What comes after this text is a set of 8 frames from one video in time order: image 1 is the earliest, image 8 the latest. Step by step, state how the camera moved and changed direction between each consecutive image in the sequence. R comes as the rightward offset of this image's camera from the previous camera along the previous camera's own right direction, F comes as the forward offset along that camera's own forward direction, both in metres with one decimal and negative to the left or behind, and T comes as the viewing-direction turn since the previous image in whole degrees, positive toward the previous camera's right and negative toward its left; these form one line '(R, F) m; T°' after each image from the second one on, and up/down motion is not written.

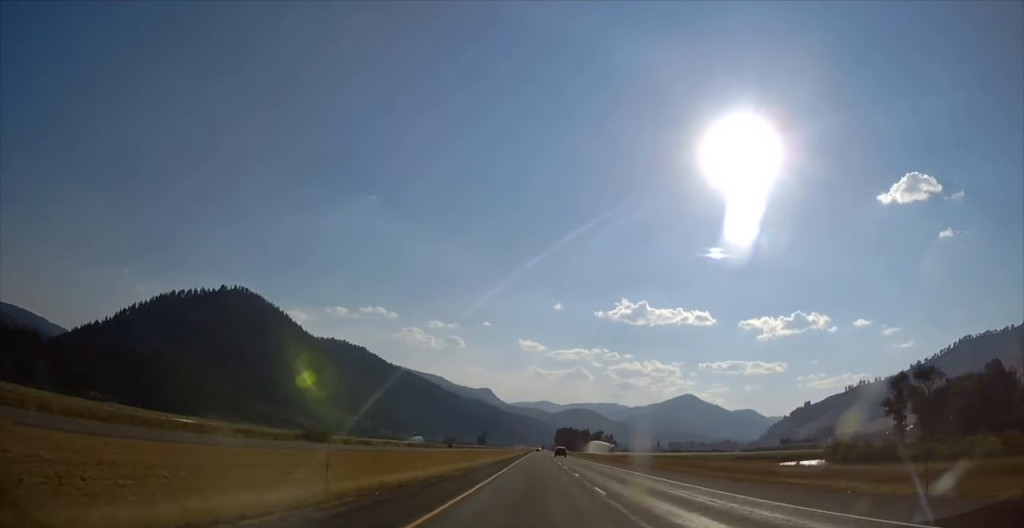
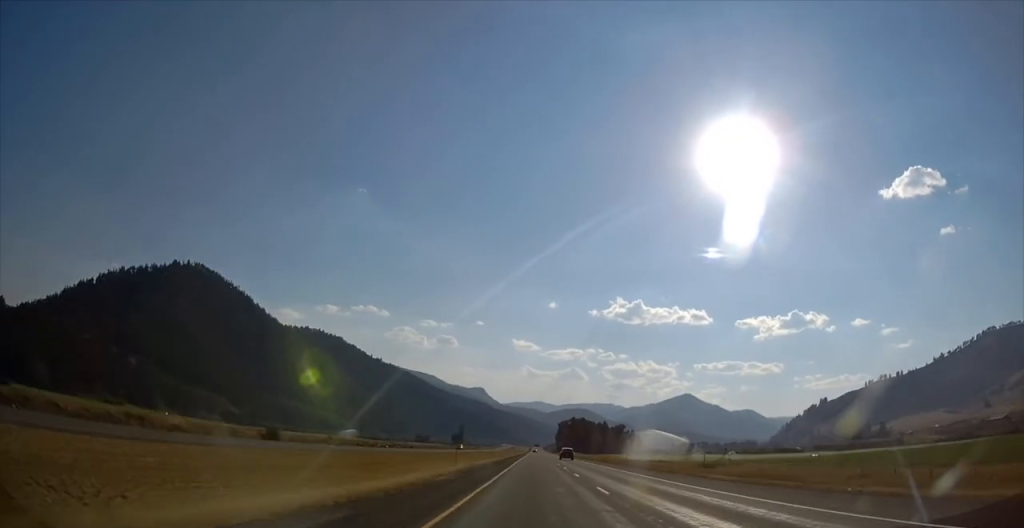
(-8.7, +222.7) m; -2°
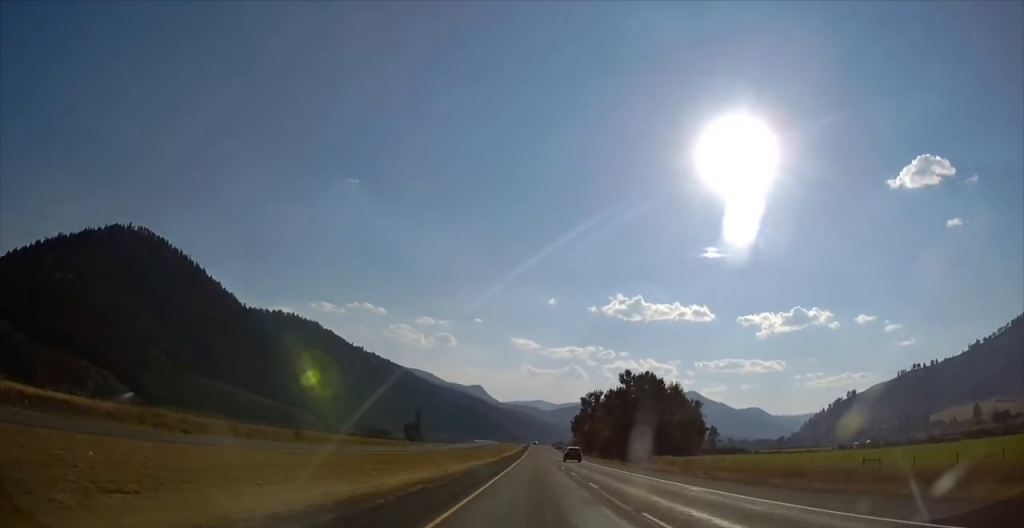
(+0.4, +238.8) m; 0°
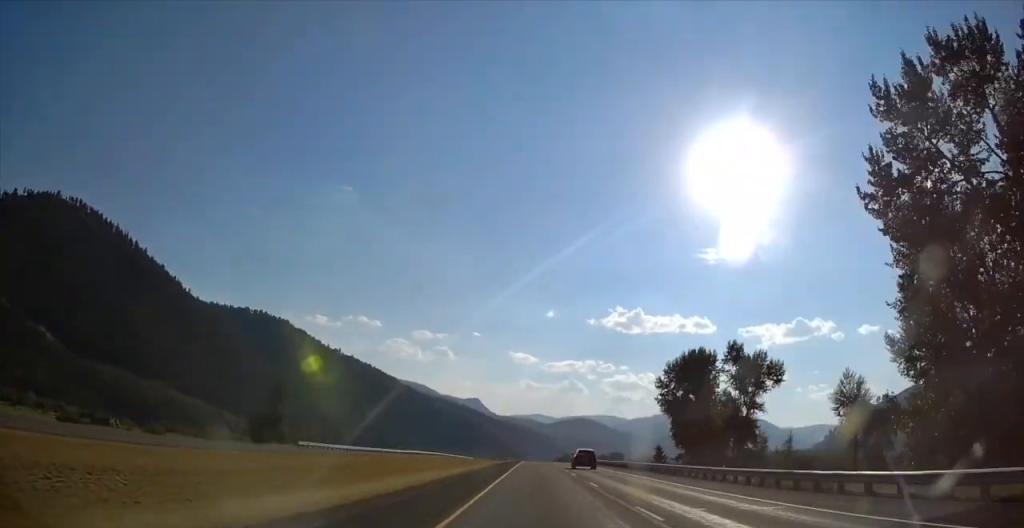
(+0.4, +232.4) m; +3°
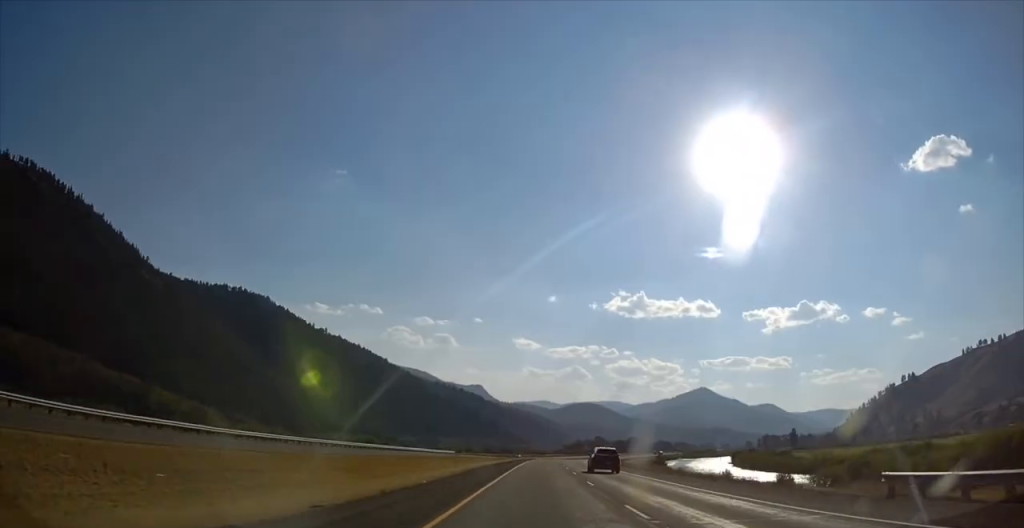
(-3.3, +148.1) m; +2°
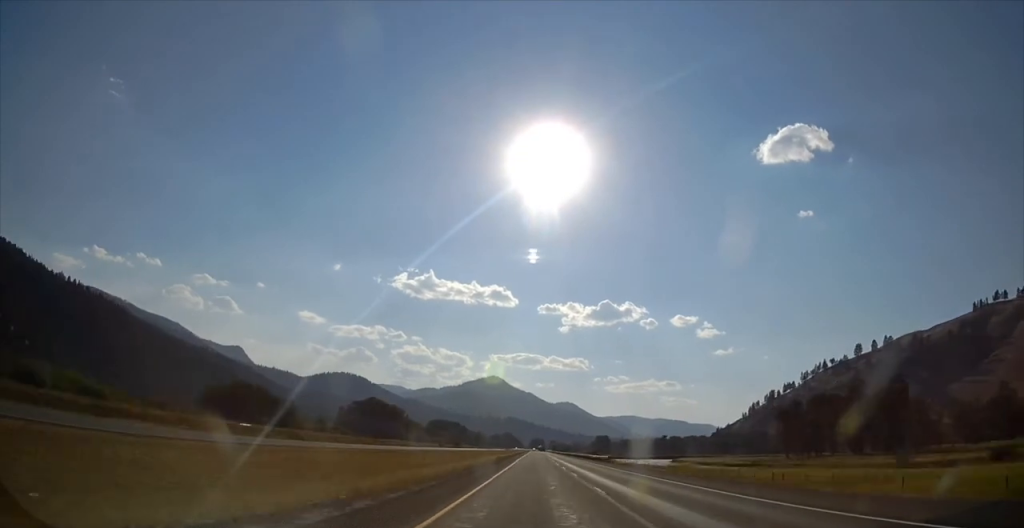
(+165.3, +943.1) m; +13°
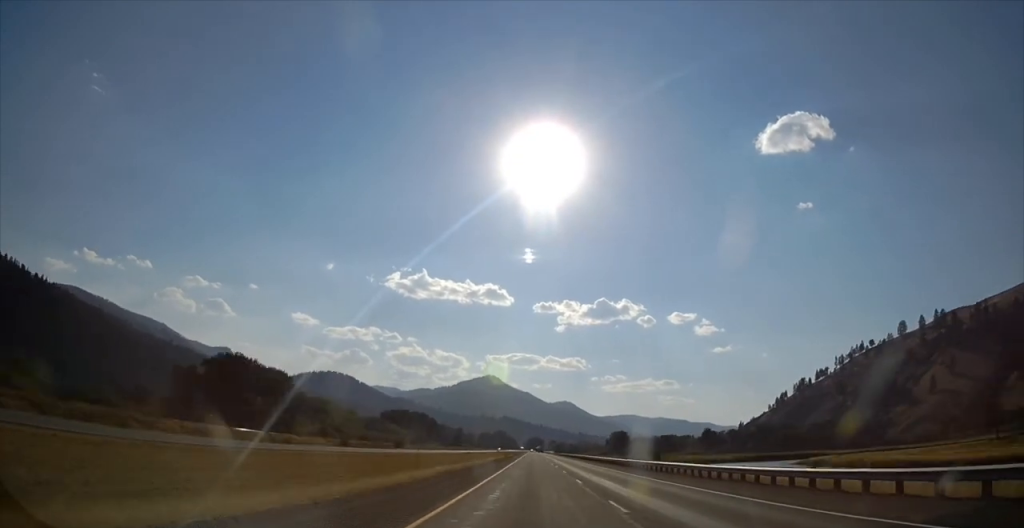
(+0.4, +178.6) m; 0°
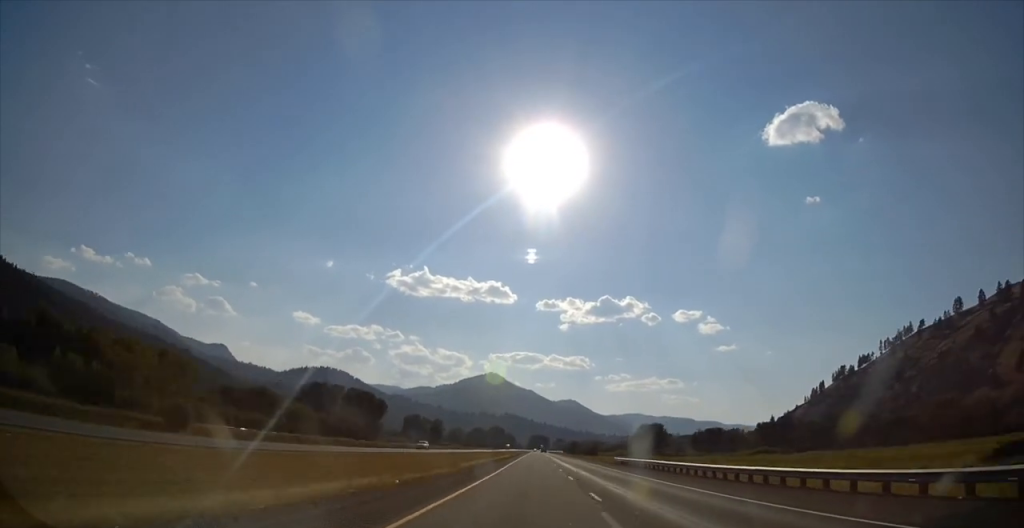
(+0.1, +158.0) m; 0°
